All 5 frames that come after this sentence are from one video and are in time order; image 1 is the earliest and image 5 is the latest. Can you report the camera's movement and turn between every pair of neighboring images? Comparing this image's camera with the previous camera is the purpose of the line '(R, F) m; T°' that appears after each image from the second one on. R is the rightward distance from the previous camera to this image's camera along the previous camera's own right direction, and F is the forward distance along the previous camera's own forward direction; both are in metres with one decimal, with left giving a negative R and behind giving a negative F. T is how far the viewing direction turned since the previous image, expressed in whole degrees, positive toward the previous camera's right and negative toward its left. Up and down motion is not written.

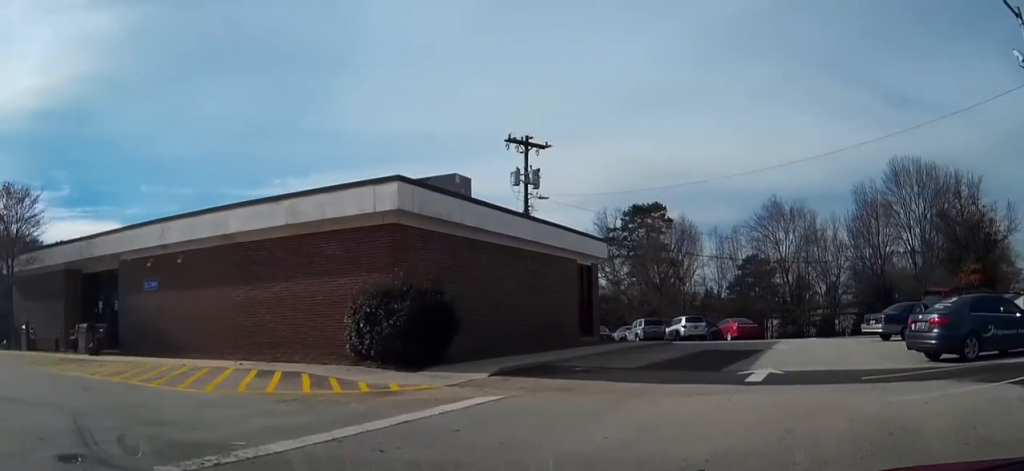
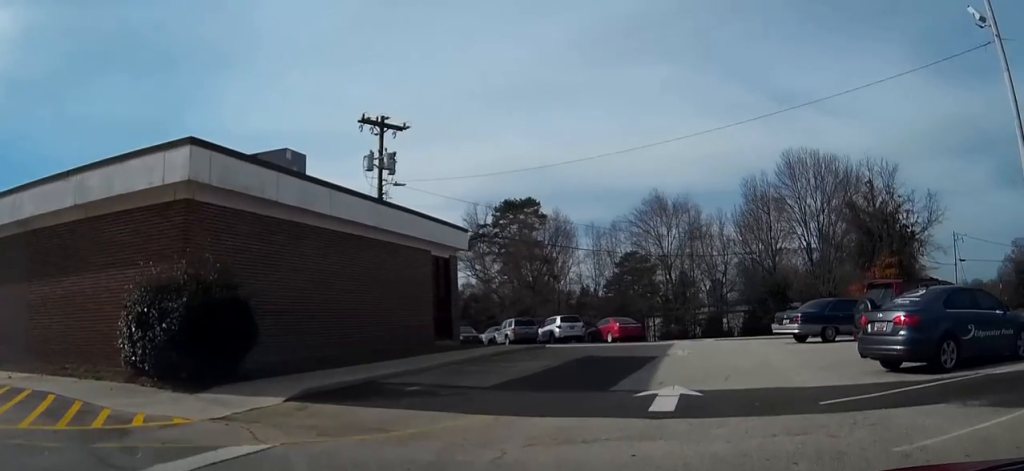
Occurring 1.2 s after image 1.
(+0.3, +3.6) m; +11°
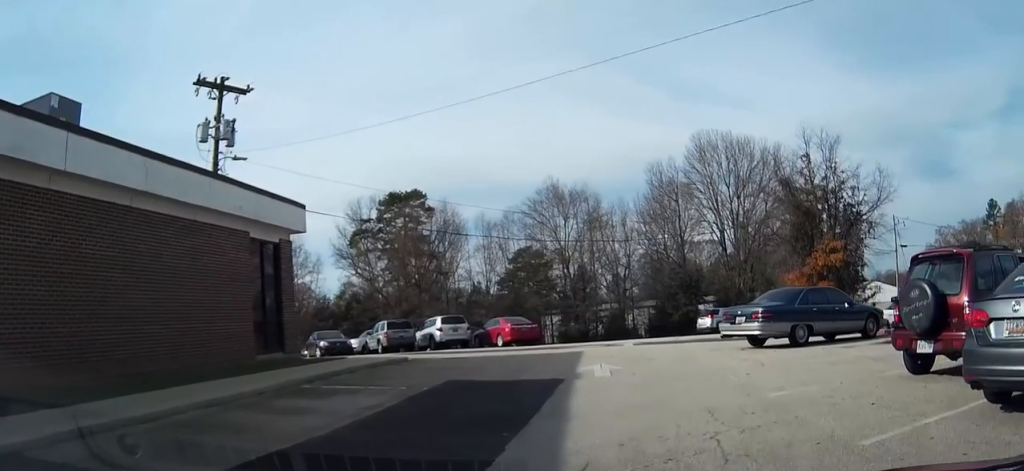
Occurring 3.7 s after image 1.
(+1.0, +7.0) m; +11°
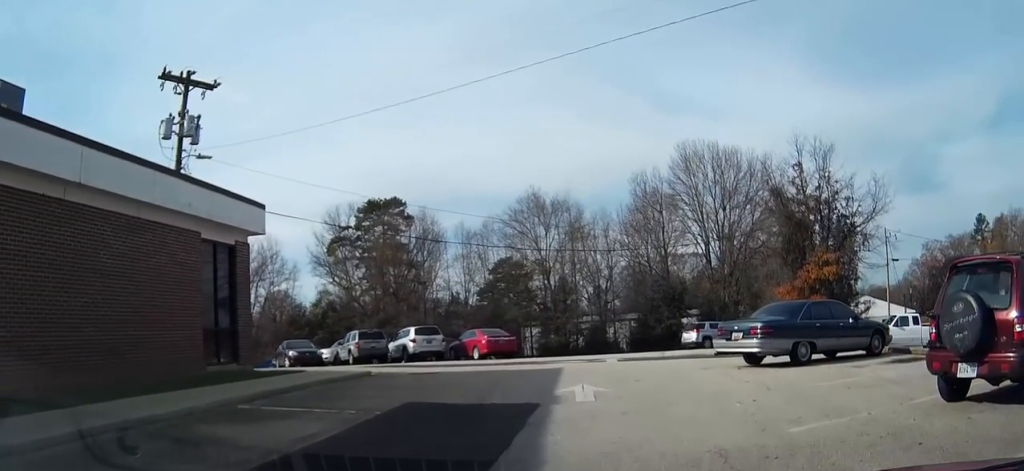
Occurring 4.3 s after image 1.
(0.0, +1.8) m; +1°
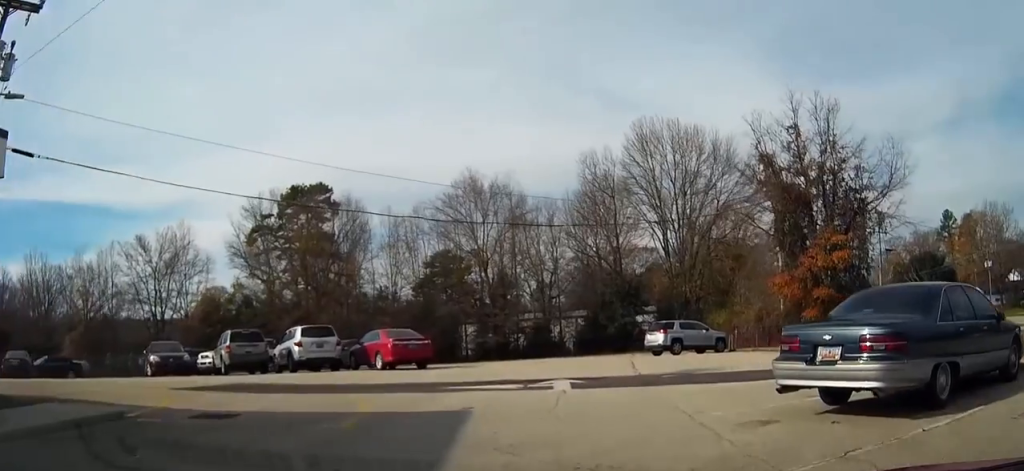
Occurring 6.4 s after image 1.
(+0.3, +7.4) m; +3°
